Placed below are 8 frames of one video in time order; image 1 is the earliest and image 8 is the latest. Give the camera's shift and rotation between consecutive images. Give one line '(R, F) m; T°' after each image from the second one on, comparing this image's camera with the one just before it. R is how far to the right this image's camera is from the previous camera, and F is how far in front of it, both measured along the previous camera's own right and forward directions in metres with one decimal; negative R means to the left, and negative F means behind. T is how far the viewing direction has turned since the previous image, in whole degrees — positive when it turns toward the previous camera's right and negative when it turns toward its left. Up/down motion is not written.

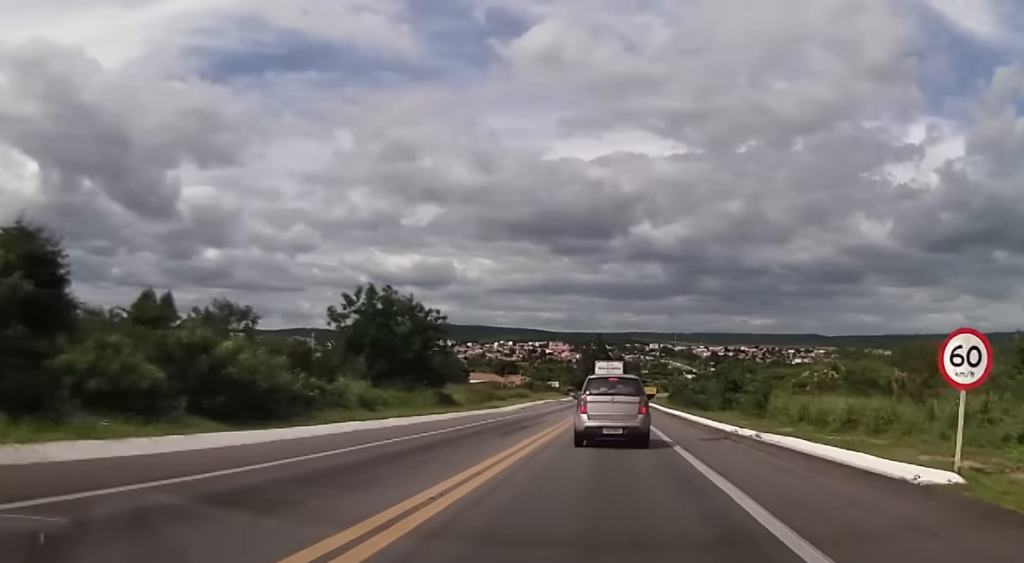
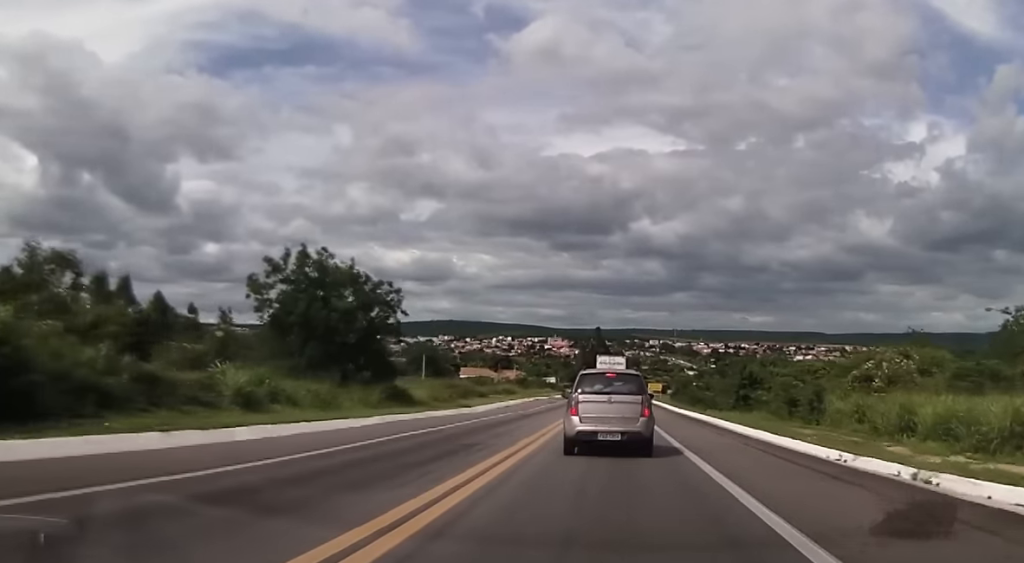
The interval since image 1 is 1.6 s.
(-0.3, +14.4) m; +1°
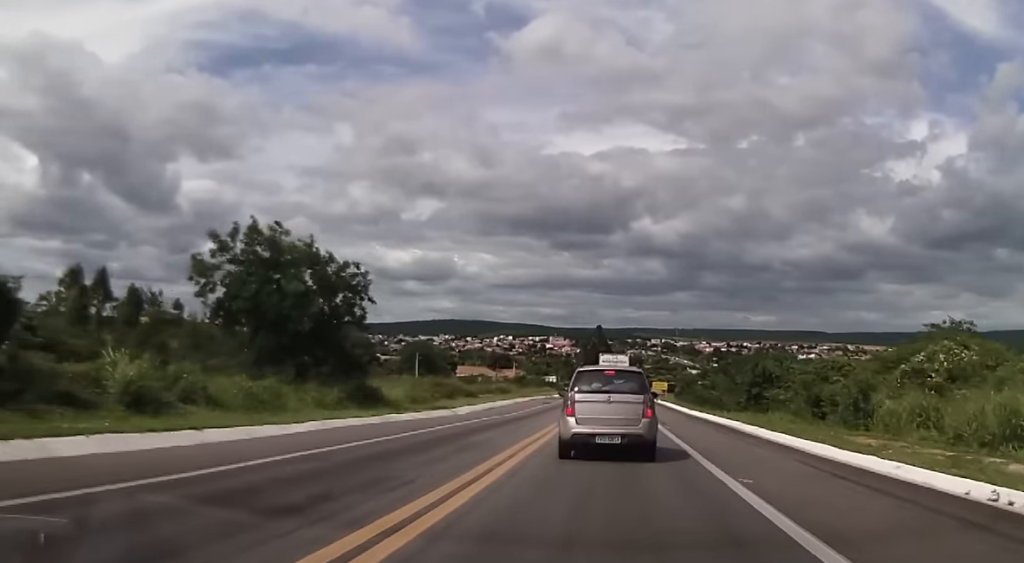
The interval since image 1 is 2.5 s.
(+0.3, +7.8) m; +2°
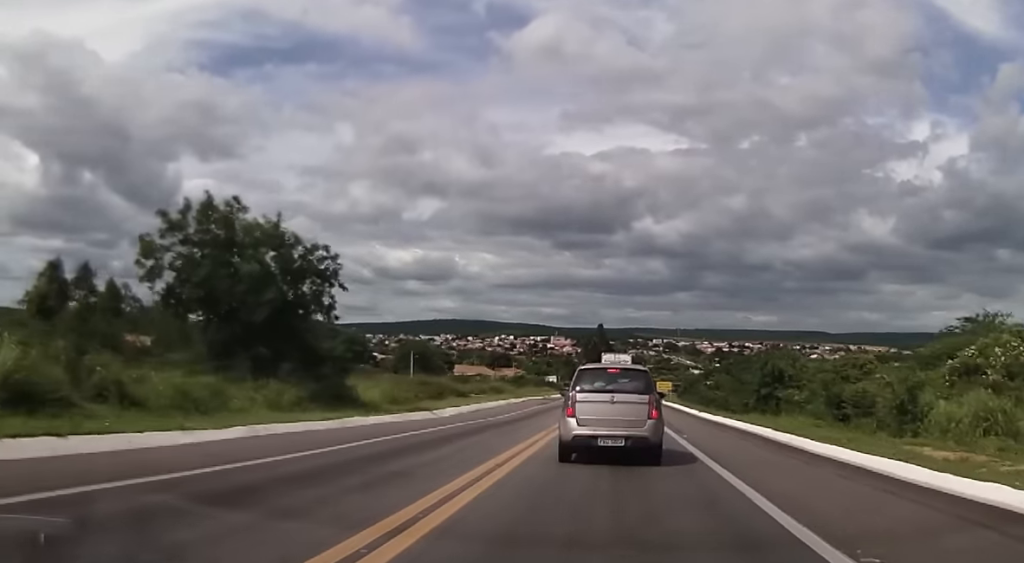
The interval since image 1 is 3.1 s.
(+0.1, +5.8) m; 0°
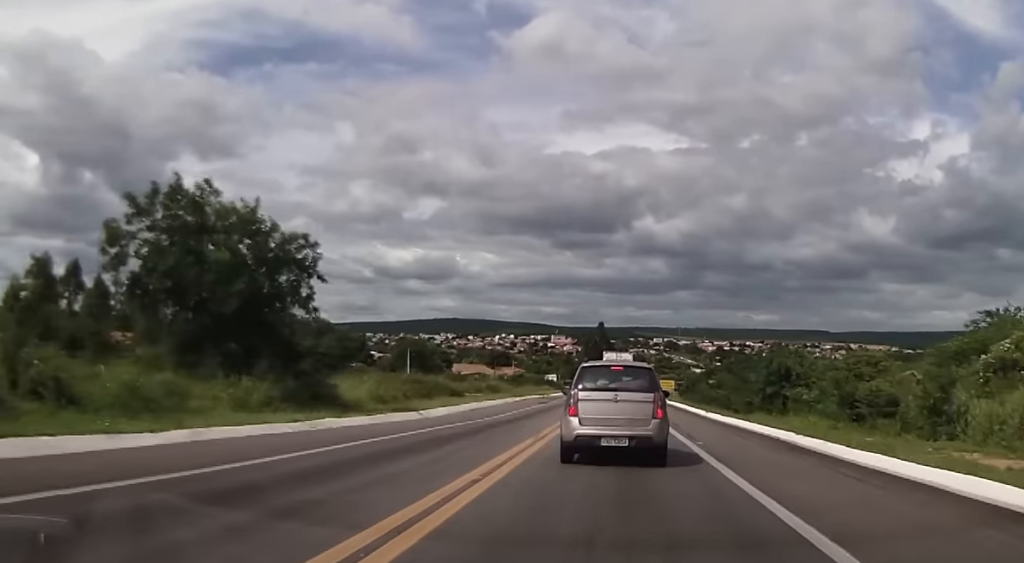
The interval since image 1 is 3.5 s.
(-0.2, +3.3) m; -1°
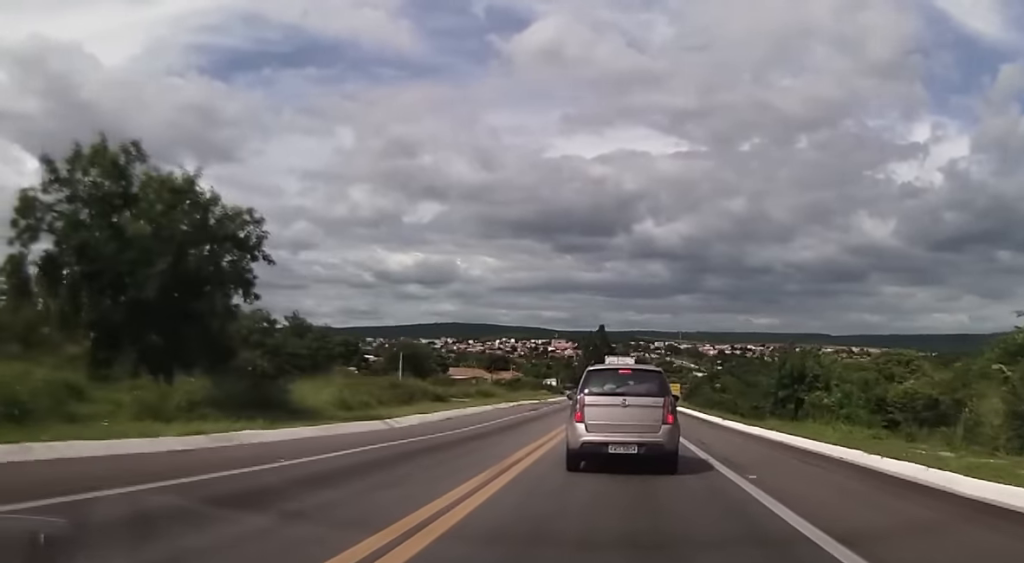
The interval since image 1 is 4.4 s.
(0.0, +6.9) m; 0°
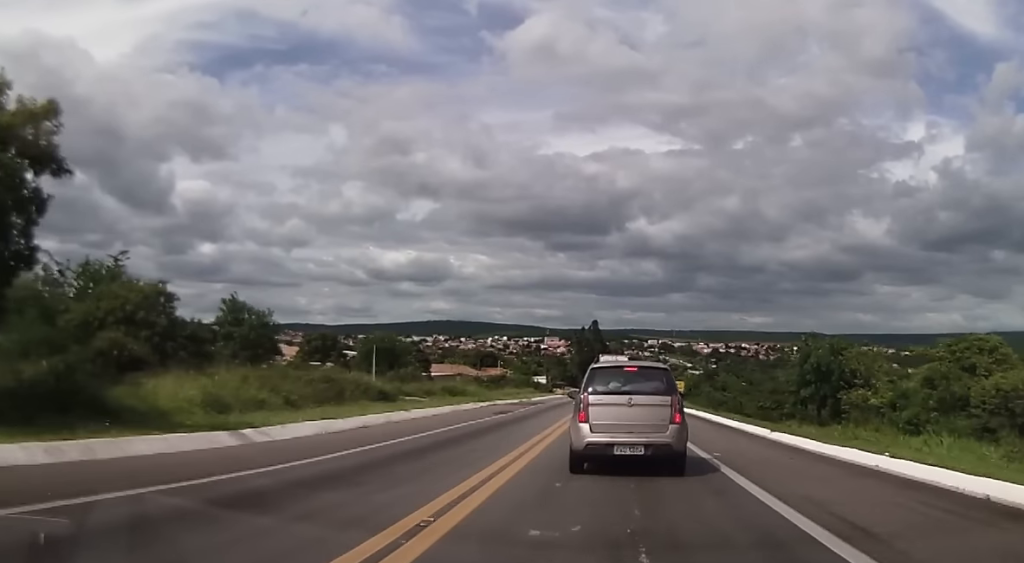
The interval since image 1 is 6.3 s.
(-0.2, +13.3) m; -2°
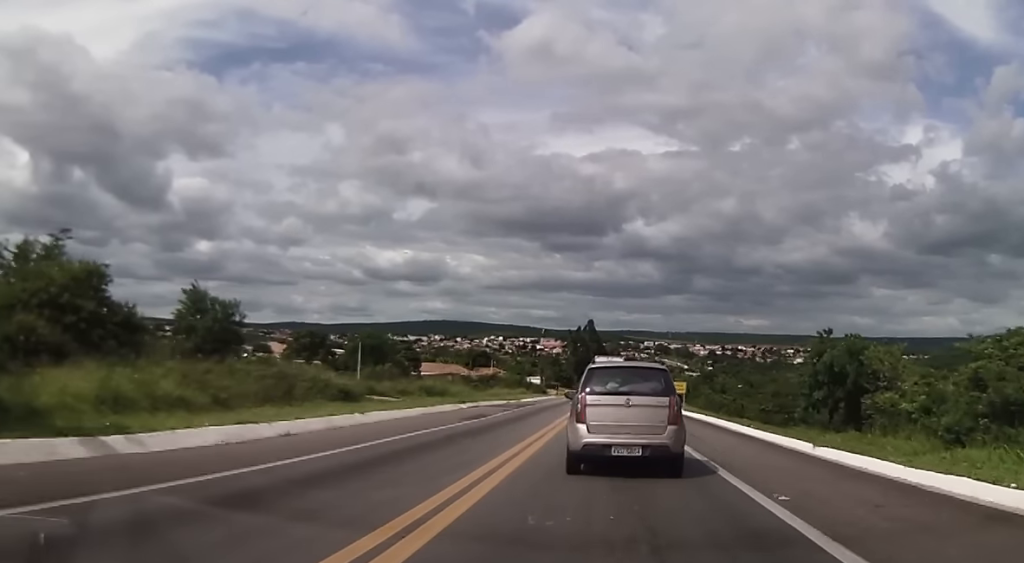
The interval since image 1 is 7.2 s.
(-0.1, +6.0) m; +2°
